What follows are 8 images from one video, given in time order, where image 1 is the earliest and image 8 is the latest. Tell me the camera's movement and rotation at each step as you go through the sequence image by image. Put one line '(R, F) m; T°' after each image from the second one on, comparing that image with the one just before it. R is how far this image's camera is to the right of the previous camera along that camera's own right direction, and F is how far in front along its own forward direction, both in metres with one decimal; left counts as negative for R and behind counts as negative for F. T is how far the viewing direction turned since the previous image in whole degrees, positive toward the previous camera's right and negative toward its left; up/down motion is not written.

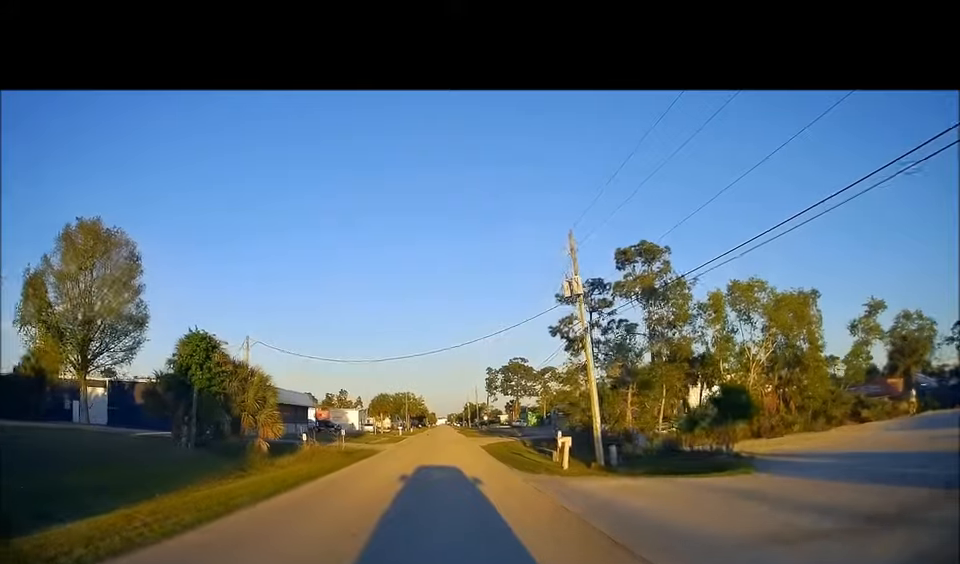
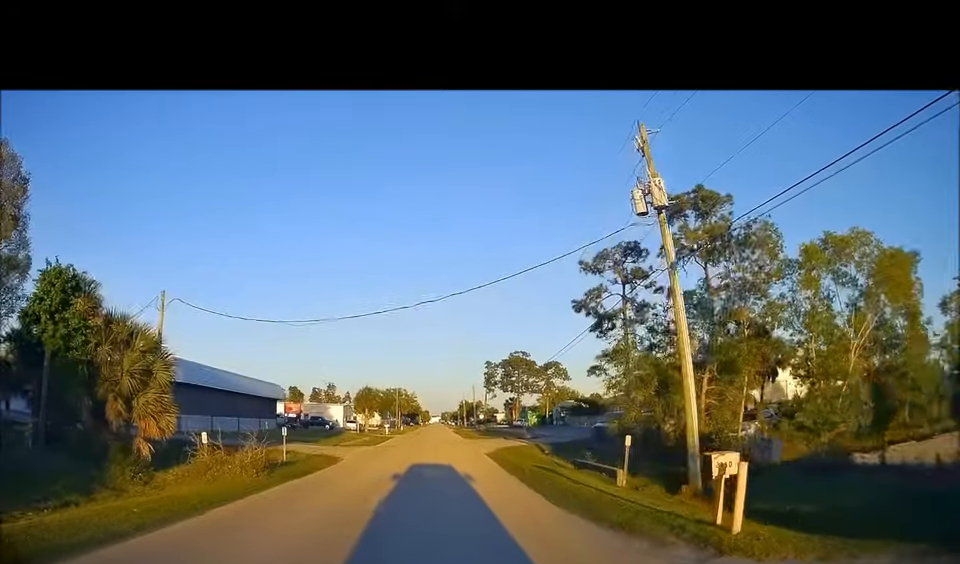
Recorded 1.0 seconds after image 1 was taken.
(+0.3, +12.0) m; +1°
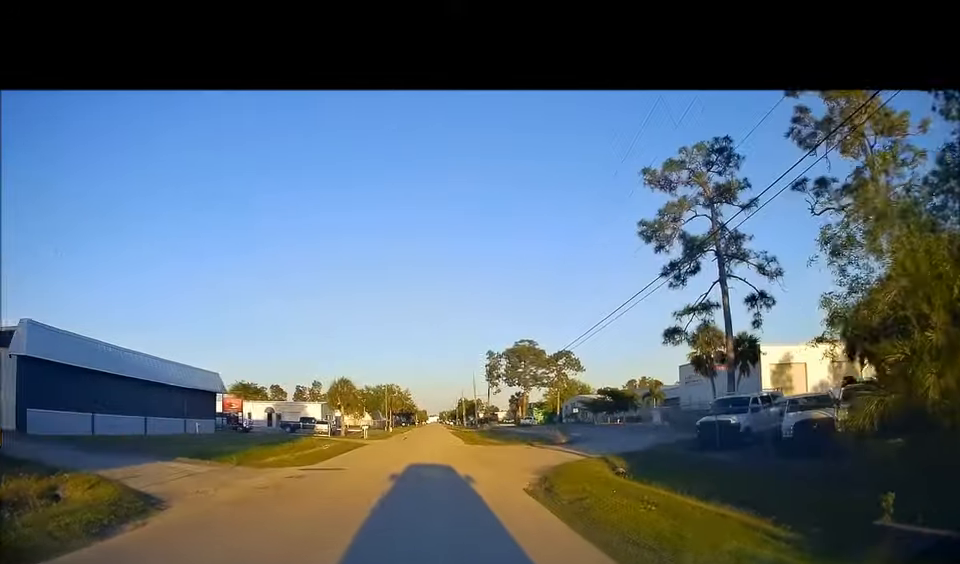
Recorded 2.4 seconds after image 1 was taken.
(-0.3, +17.0) m; 0°
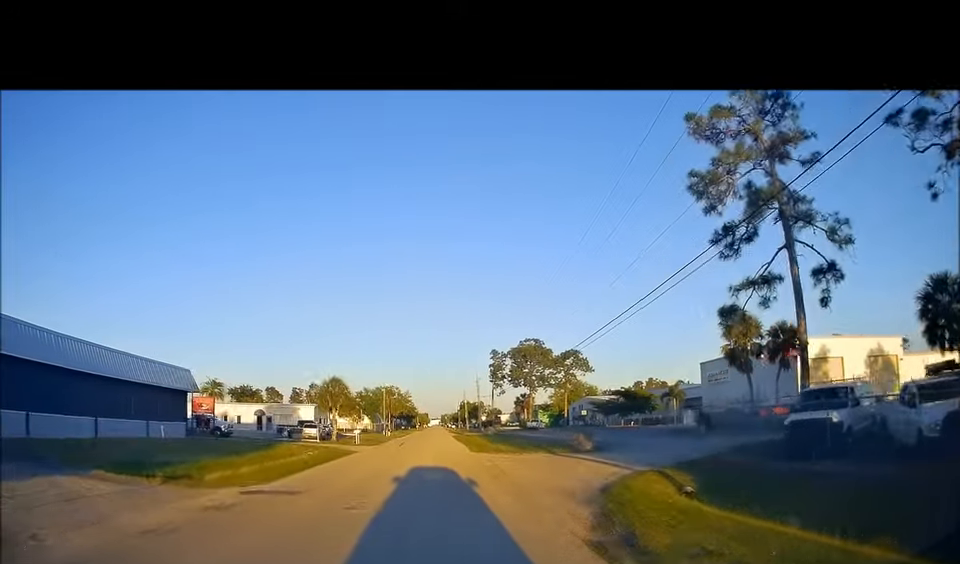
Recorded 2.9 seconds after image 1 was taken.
(+0.2, +6.2) m; 0°
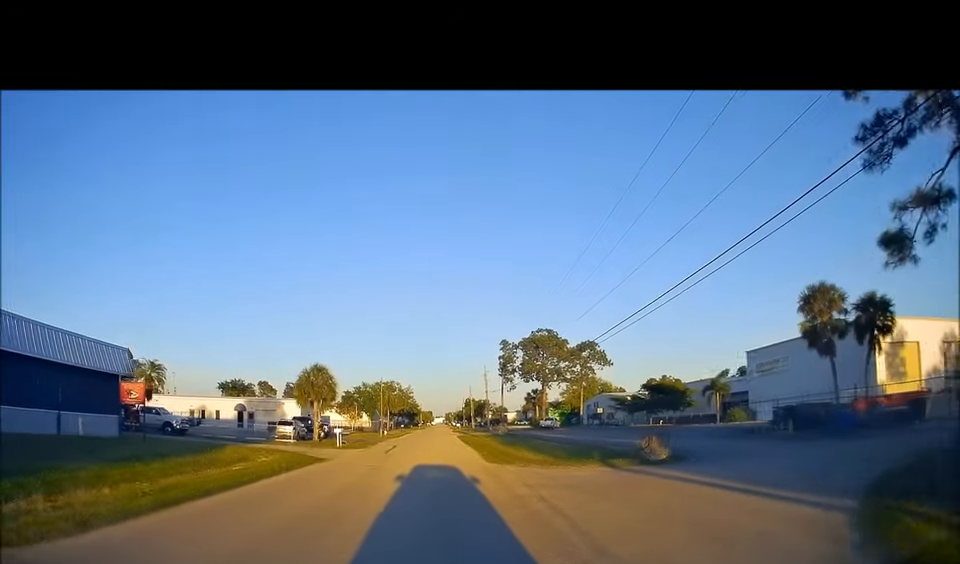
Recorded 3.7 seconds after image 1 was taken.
(+0.1, +10.2) m; -1°
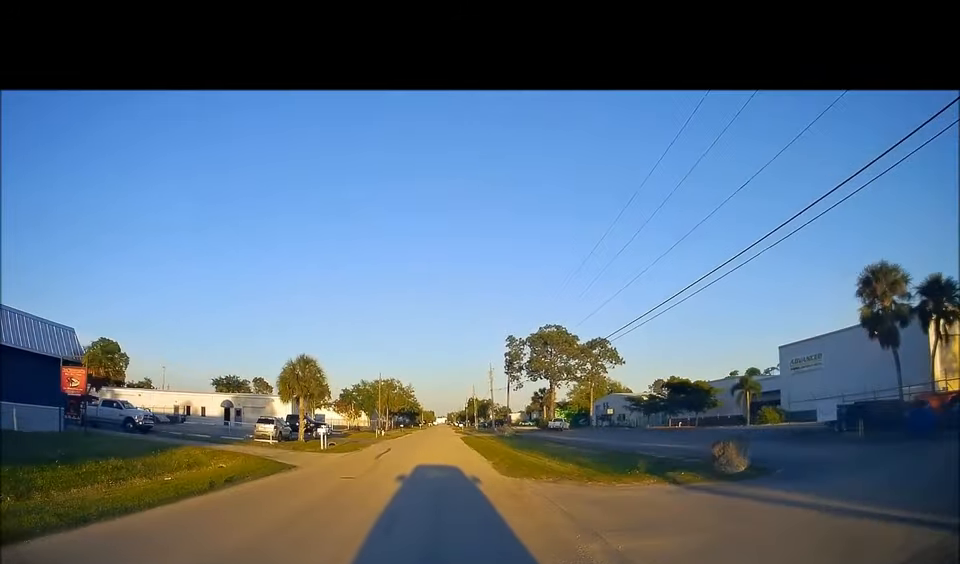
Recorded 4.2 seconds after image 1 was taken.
(-0.1, +5.6) m; -1°
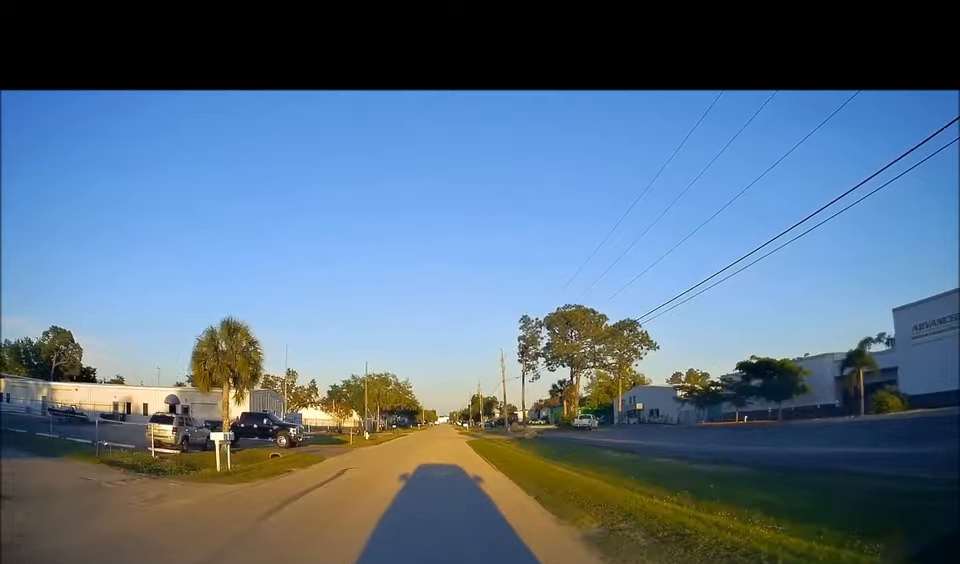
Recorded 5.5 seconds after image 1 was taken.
(-0.2, +15.5) m; 0°
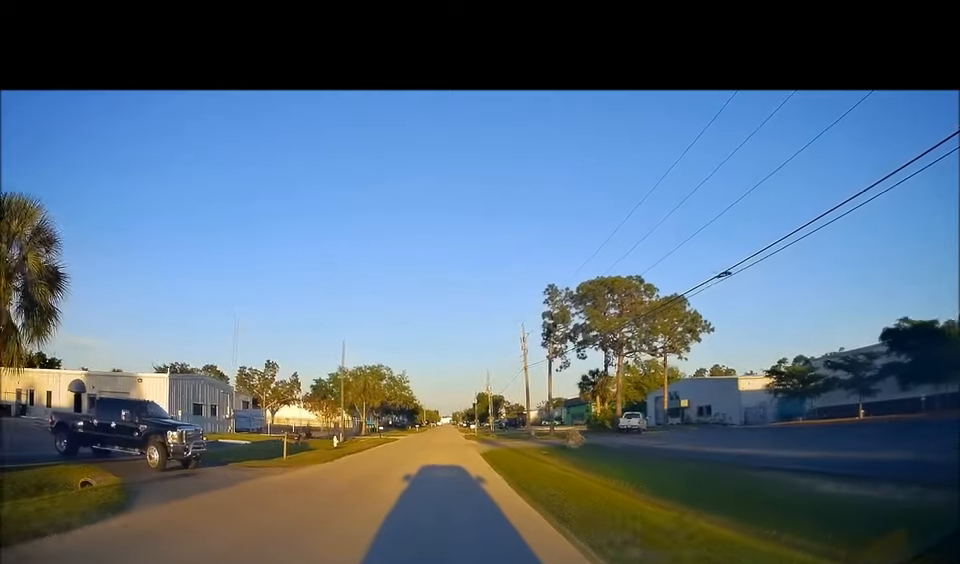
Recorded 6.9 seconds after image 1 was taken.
(+0.5, +16.9) m; +2°
